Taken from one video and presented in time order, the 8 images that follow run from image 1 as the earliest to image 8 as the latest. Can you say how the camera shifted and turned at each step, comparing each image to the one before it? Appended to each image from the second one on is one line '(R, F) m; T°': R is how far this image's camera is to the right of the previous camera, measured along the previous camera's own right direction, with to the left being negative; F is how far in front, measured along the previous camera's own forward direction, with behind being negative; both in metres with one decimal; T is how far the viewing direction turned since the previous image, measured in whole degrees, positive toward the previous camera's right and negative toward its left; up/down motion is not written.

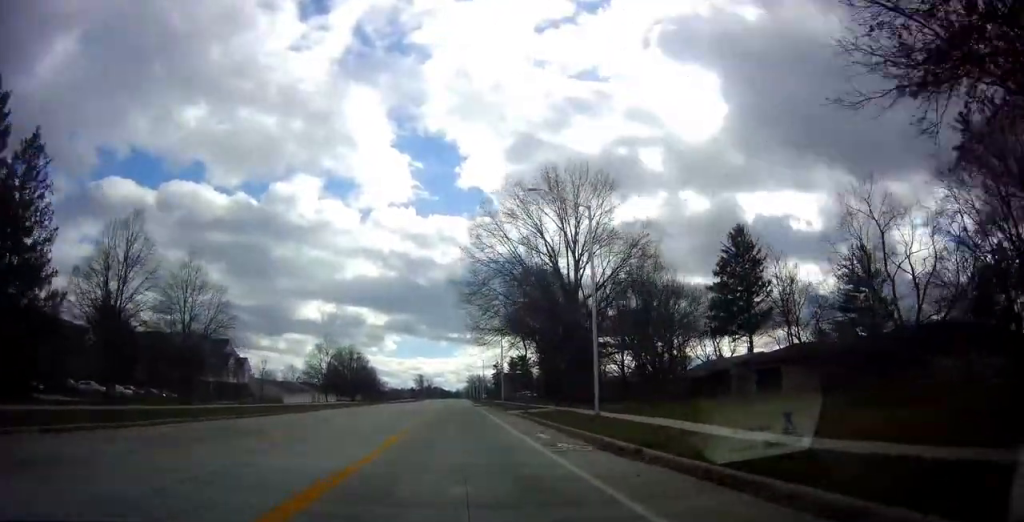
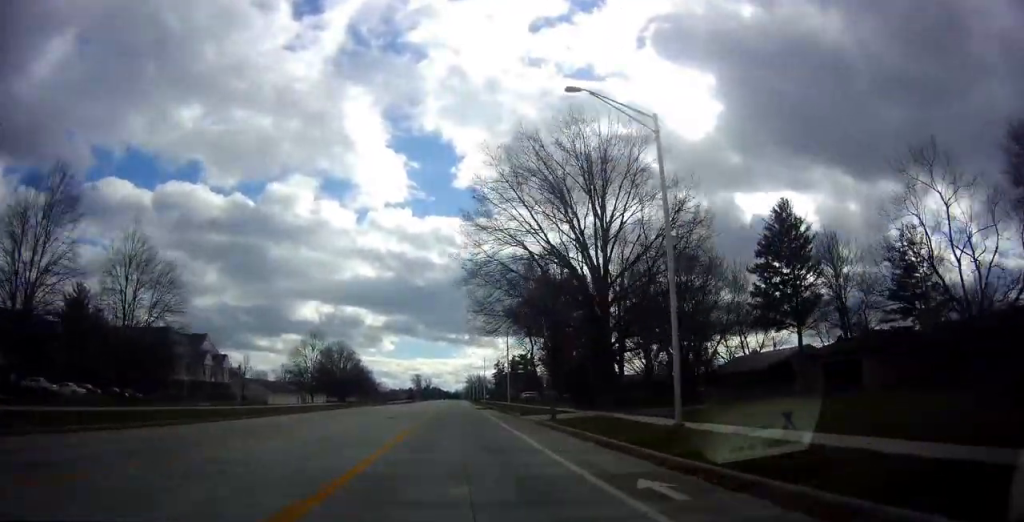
(0.0, +10.3) m; 0°
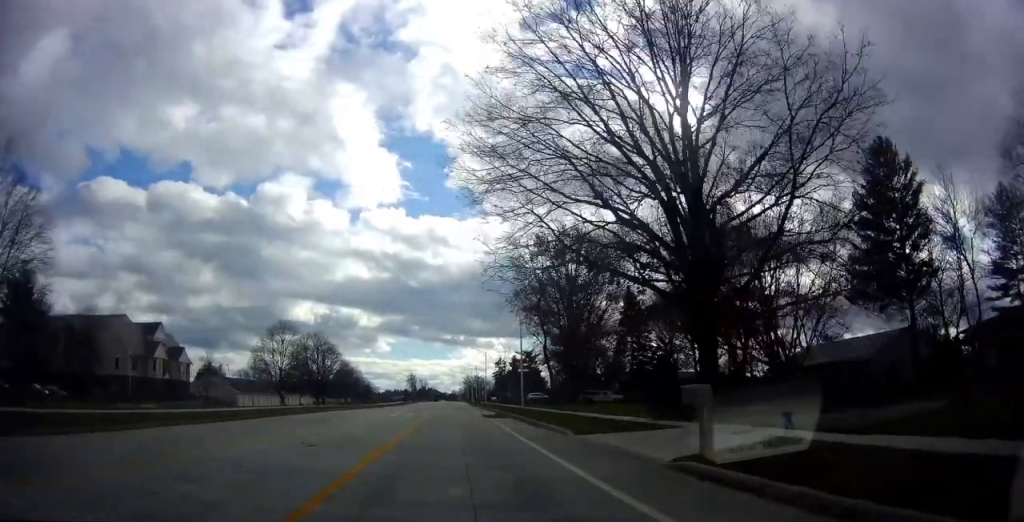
(0.0, +16.8) m; 0°
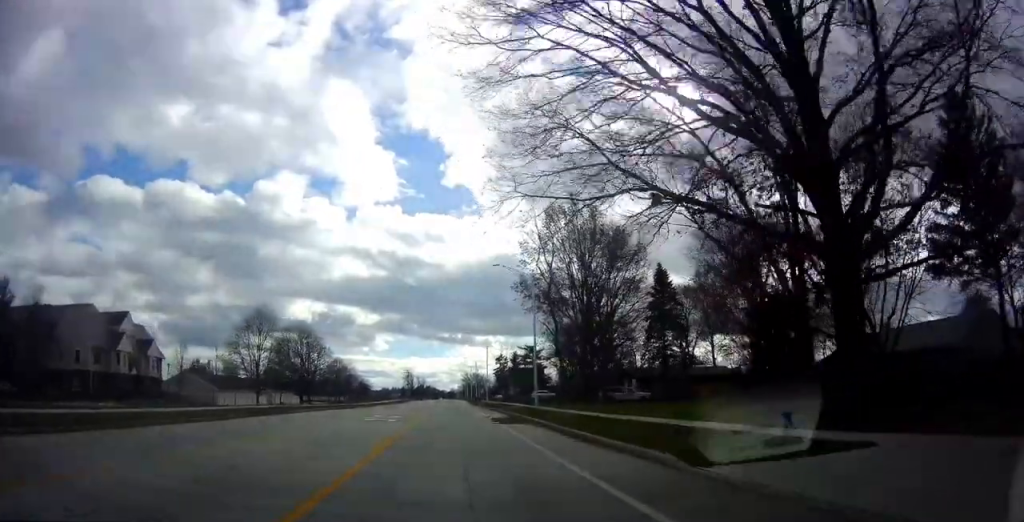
(0.0, +10.1) m; 0°
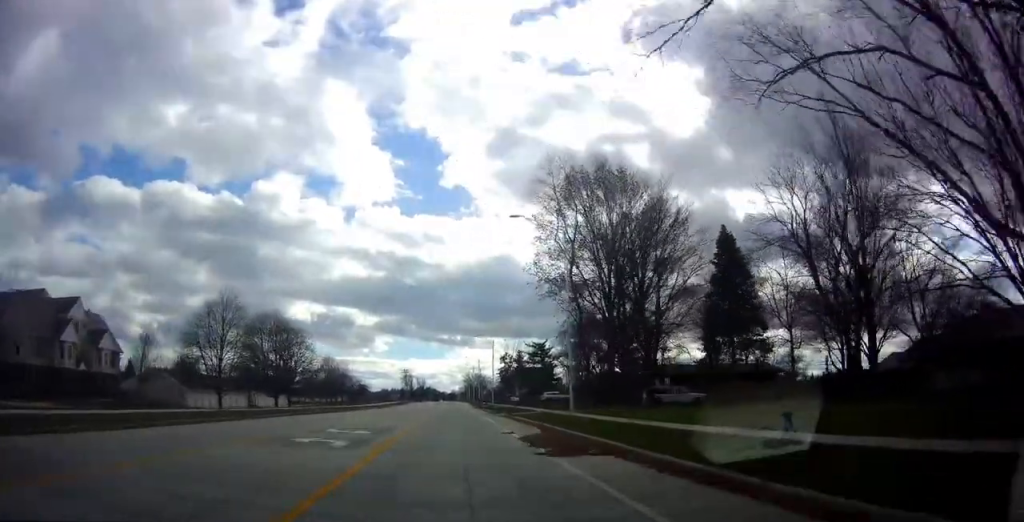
(0.0, +12.9) m; 0°
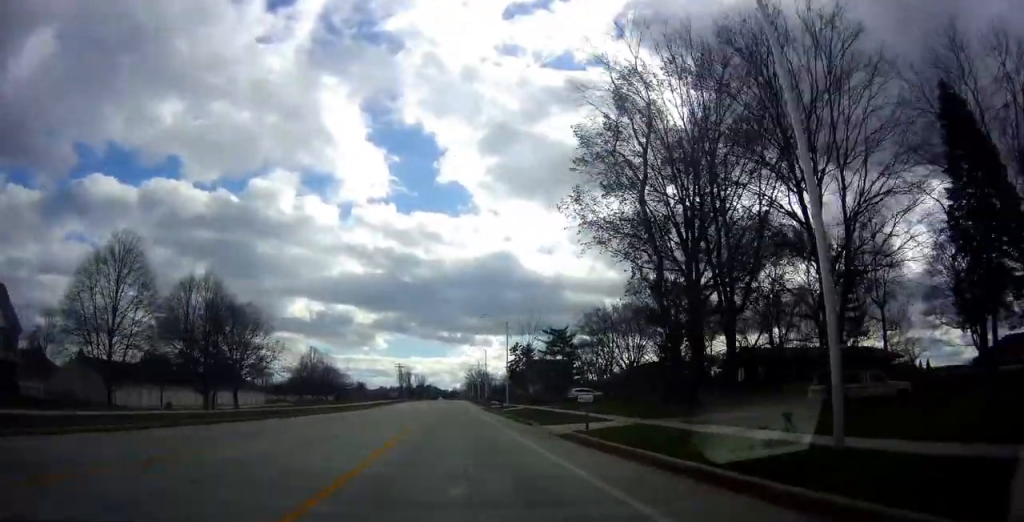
(0.0, +22.2) m; 0°
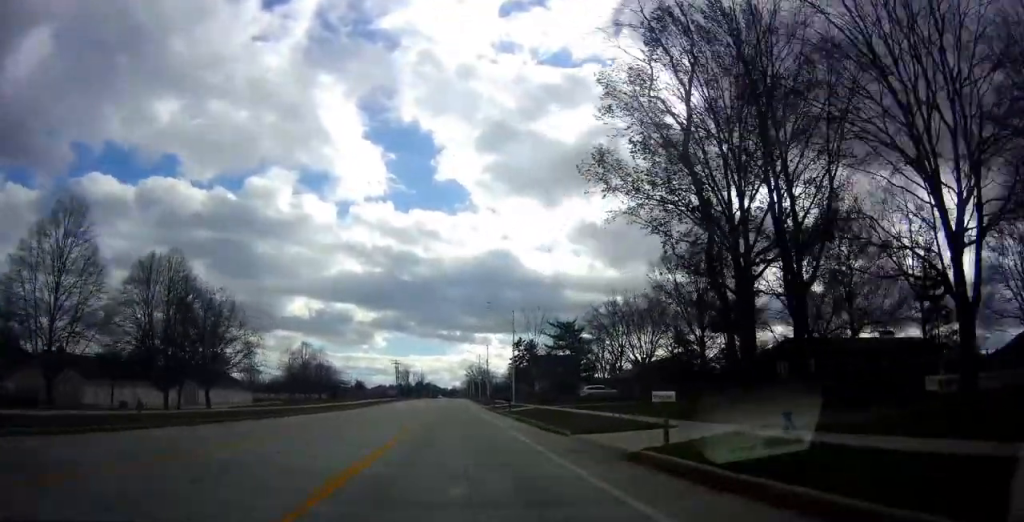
(0.0, +8.0) m; 0°
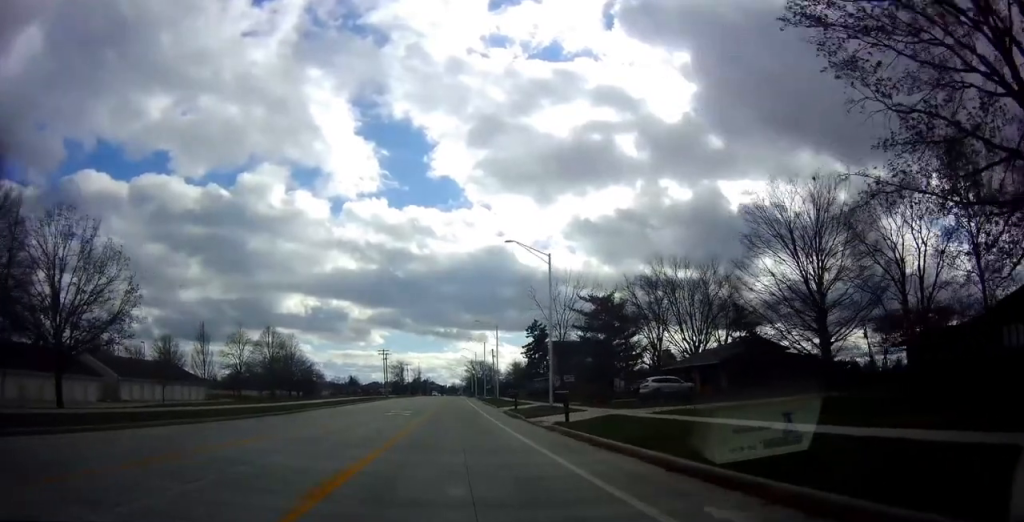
(0.0, +24.3) m; 0°
